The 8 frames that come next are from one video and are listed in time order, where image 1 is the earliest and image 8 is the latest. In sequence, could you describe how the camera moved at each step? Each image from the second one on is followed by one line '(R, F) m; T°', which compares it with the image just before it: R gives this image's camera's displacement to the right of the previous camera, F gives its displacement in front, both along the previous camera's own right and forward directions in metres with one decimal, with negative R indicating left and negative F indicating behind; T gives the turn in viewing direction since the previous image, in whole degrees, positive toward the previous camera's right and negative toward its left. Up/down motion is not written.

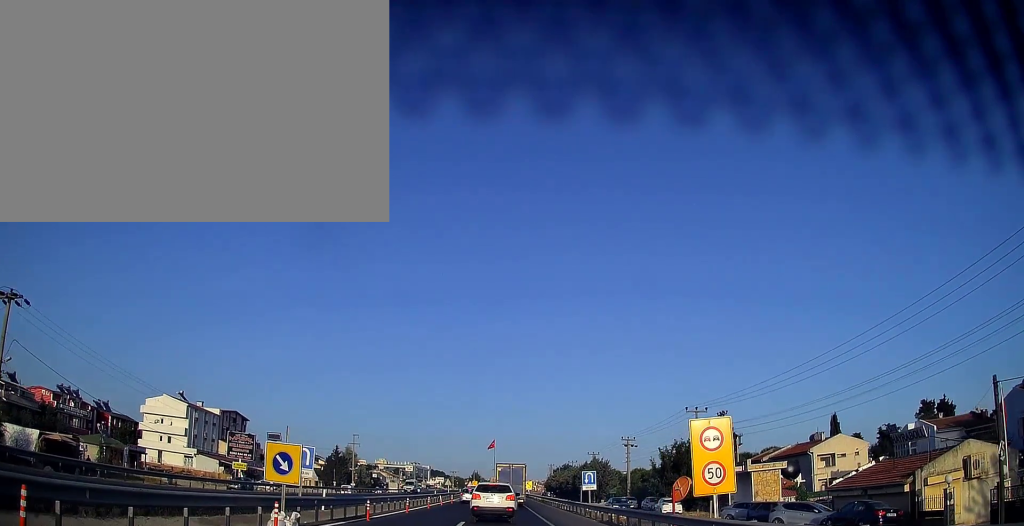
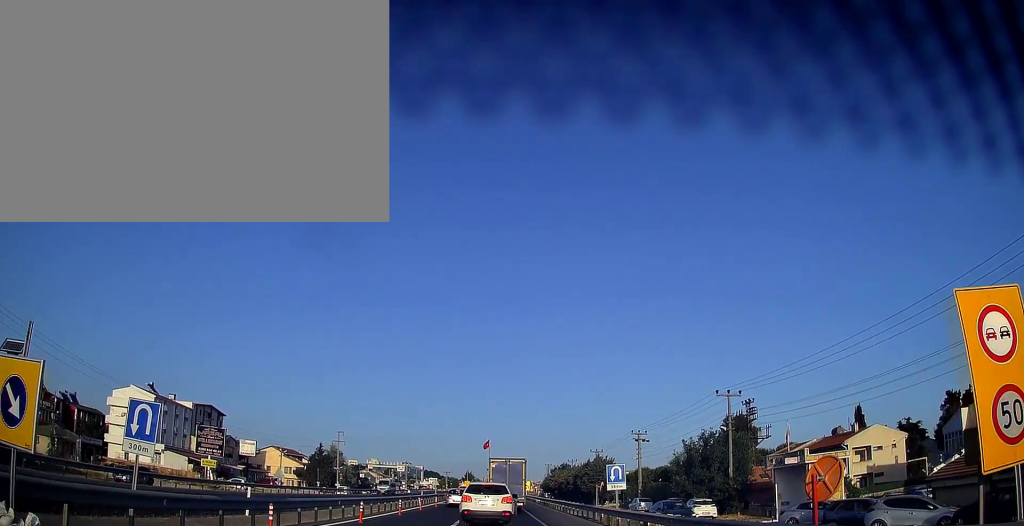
(-0.1, +8.1) m; -1°
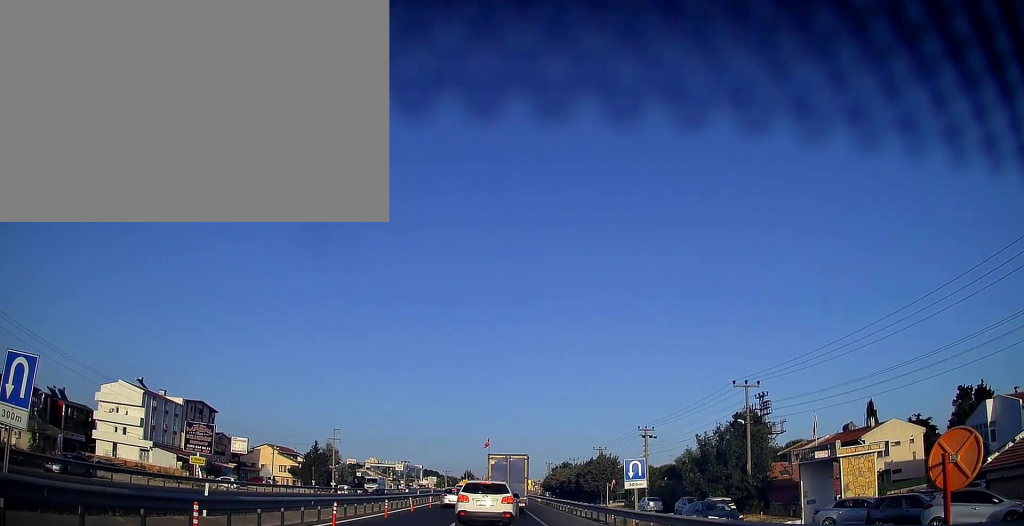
(0.0, +3.0) m; 0°
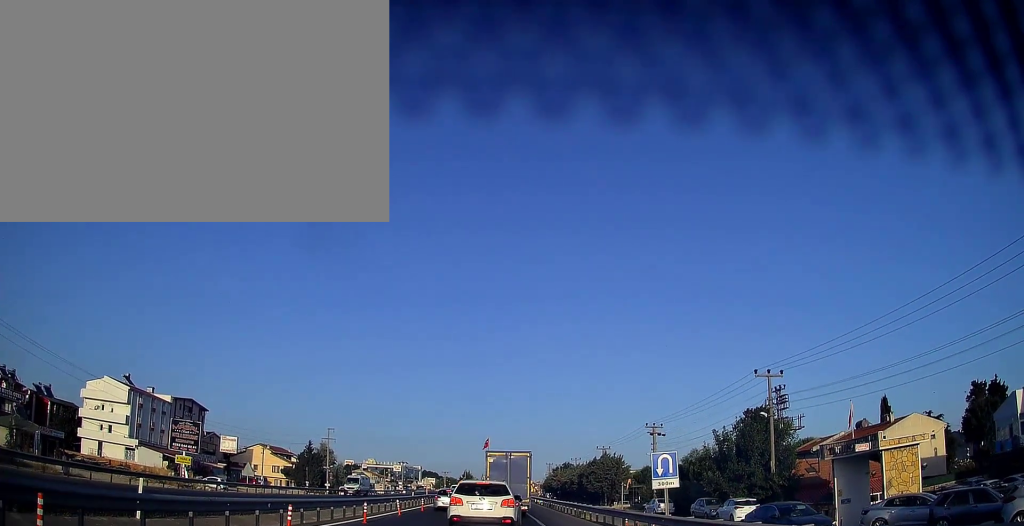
(0.0, +3.4) m; +1°
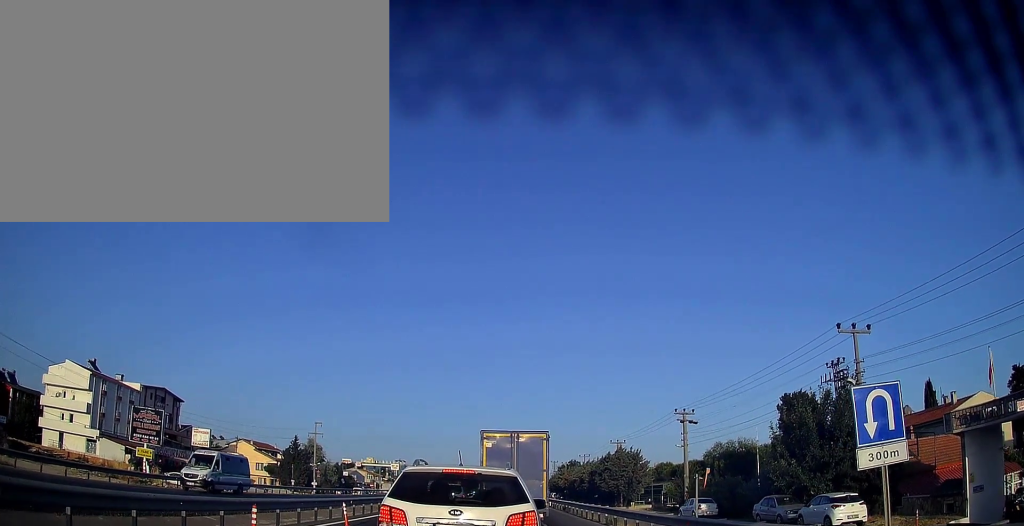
(+0.1, +9.2) m; +3°
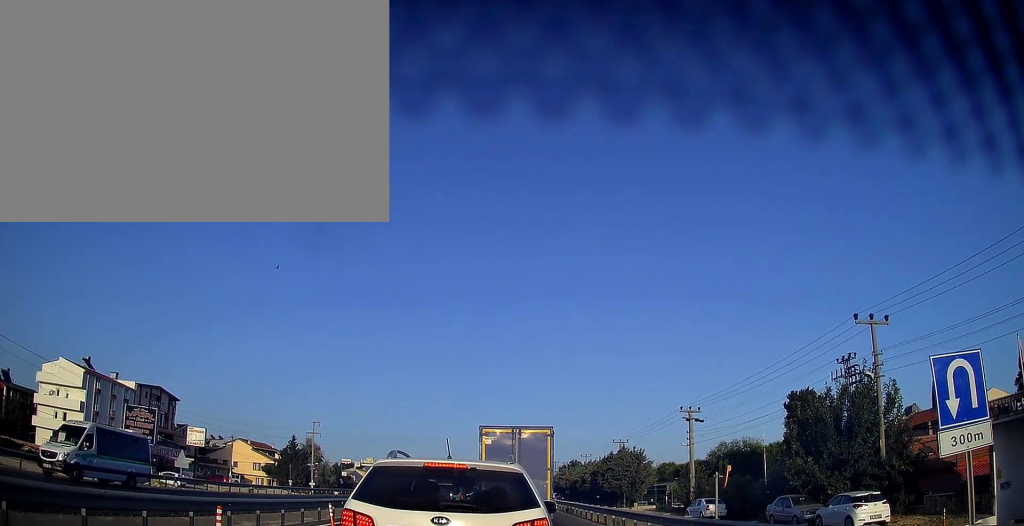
(0.0, +1.3) m; 0°
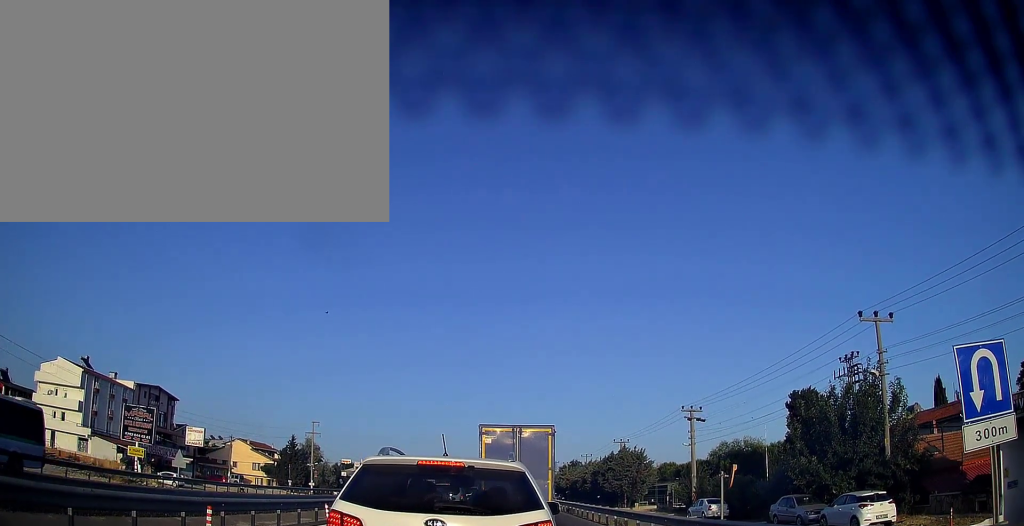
(-0.2, +0.1) m; 0°
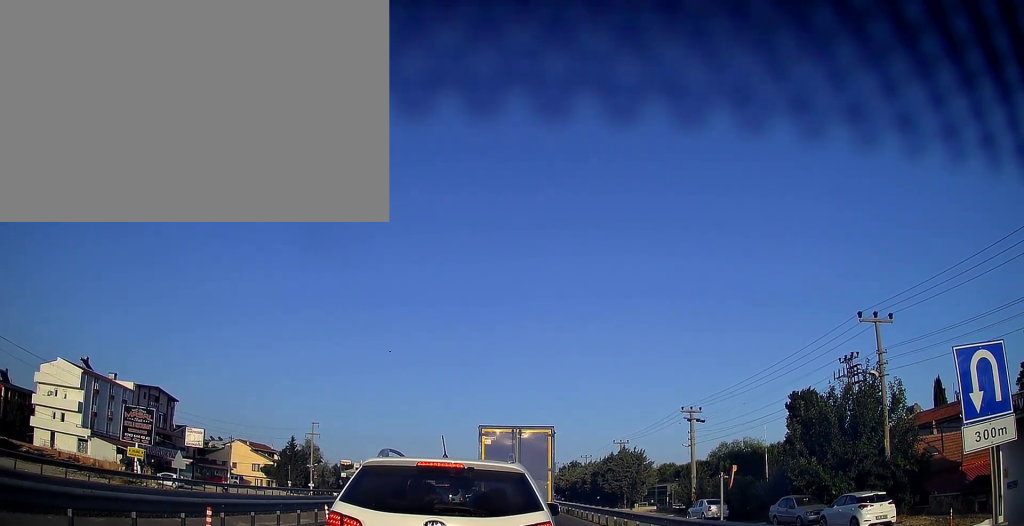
(-0.1, 0.0) m; 0°
